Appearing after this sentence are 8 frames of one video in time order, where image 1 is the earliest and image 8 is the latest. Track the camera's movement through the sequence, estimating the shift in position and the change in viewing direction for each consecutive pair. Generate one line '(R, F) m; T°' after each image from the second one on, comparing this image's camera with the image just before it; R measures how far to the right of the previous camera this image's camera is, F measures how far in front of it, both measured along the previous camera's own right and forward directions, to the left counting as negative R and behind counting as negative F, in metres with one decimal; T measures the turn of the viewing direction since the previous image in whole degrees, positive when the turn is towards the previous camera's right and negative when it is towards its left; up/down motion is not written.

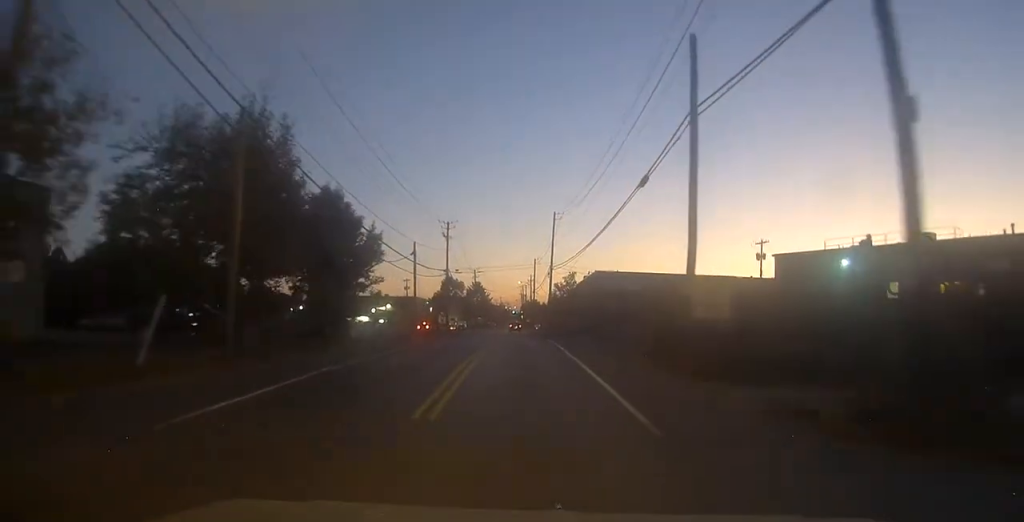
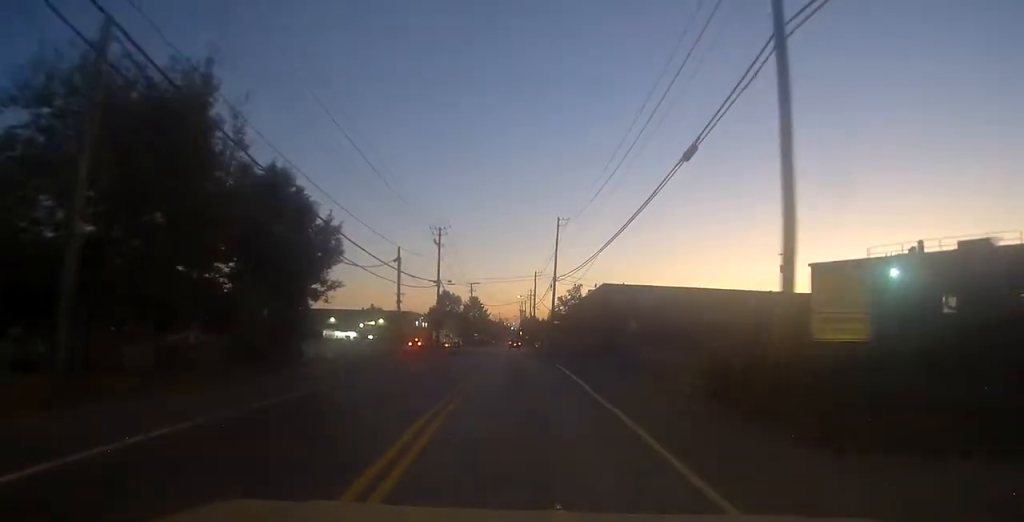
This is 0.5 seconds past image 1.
(-0.1, +8.3) m; +1°
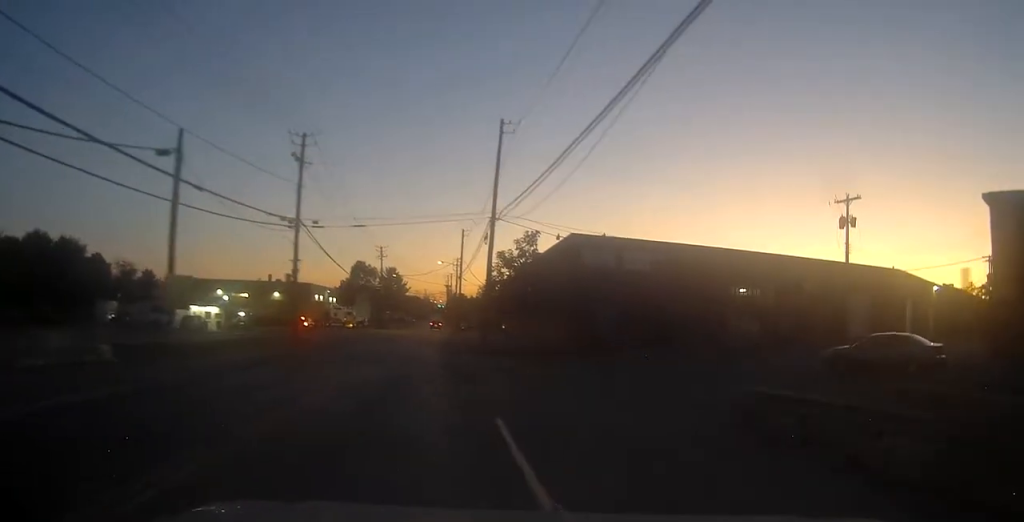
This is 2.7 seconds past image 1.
(+0.6, +28.8) m; +3°
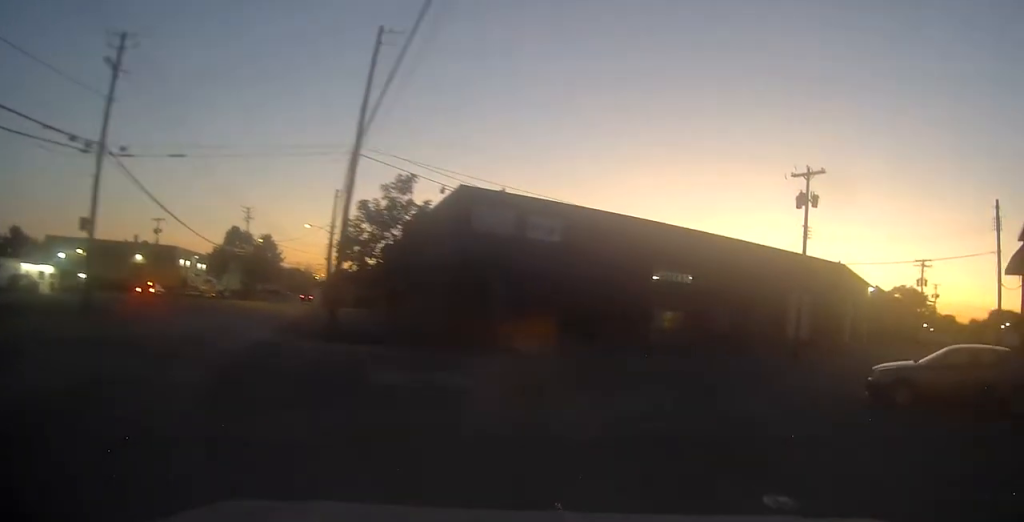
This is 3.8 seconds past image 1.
(+0.6, +11.4) m; +9°
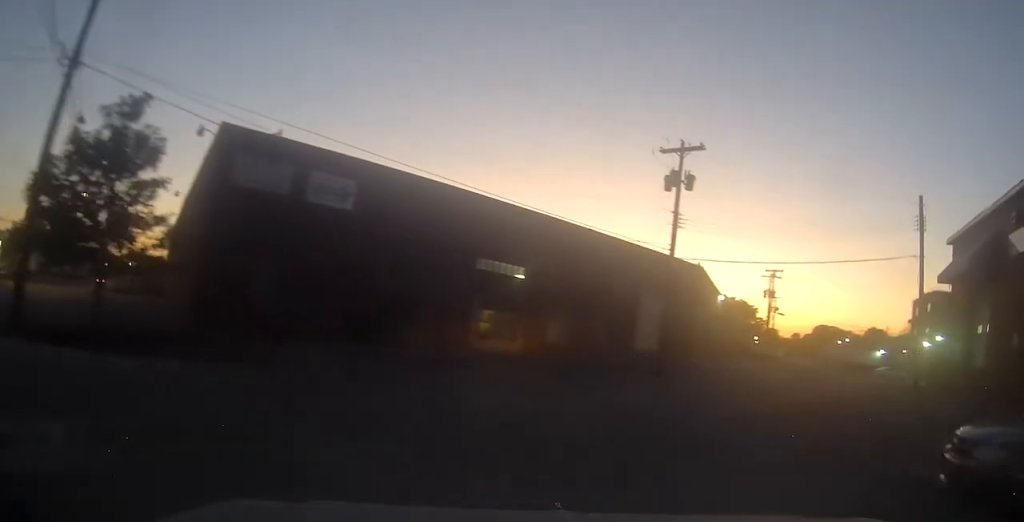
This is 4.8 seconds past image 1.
(+1.1, +9.9) m; +13°
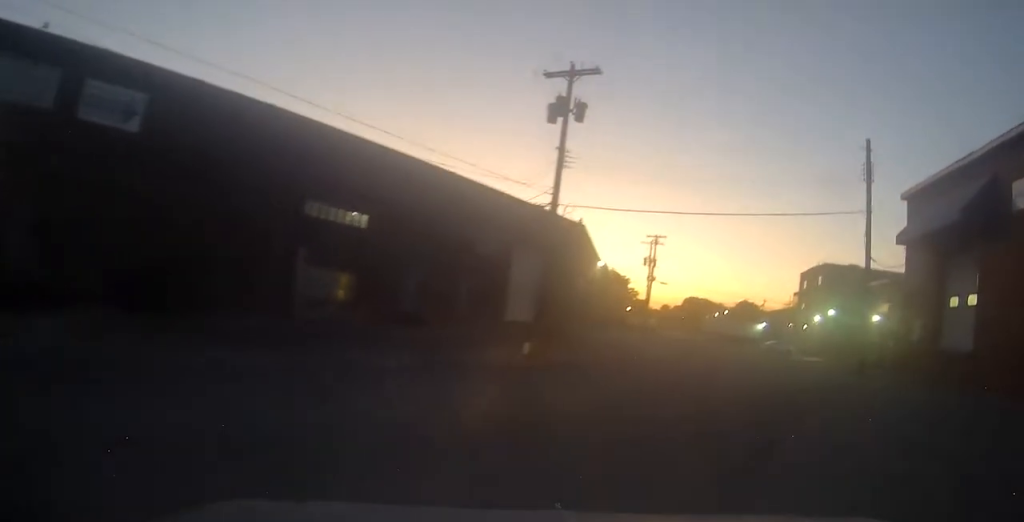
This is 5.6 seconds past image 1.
(+0.5, +6.9) m; +12°
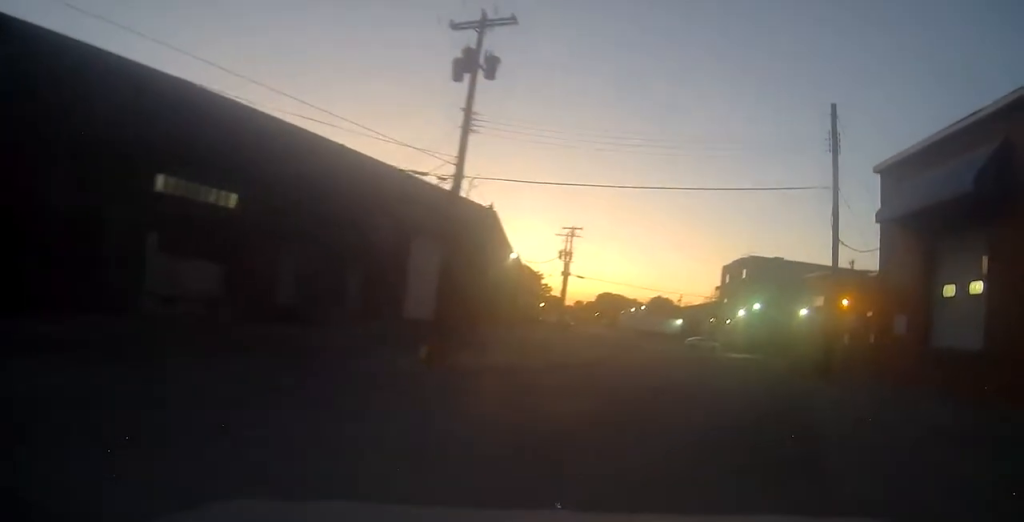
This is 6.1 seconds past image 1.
(+0.6, +4.4) m; +9°
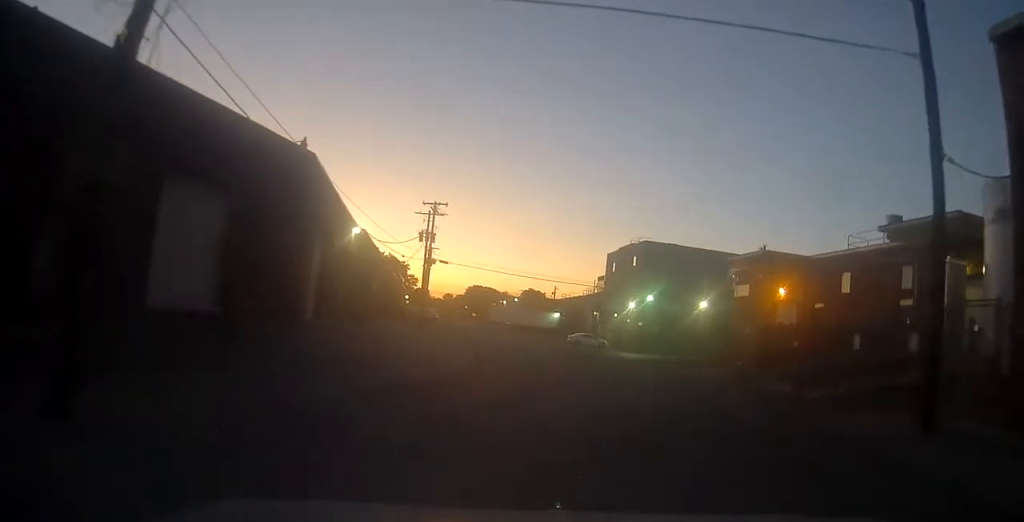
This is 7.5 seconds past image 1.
(+1.7, +10.7) m; +17°
